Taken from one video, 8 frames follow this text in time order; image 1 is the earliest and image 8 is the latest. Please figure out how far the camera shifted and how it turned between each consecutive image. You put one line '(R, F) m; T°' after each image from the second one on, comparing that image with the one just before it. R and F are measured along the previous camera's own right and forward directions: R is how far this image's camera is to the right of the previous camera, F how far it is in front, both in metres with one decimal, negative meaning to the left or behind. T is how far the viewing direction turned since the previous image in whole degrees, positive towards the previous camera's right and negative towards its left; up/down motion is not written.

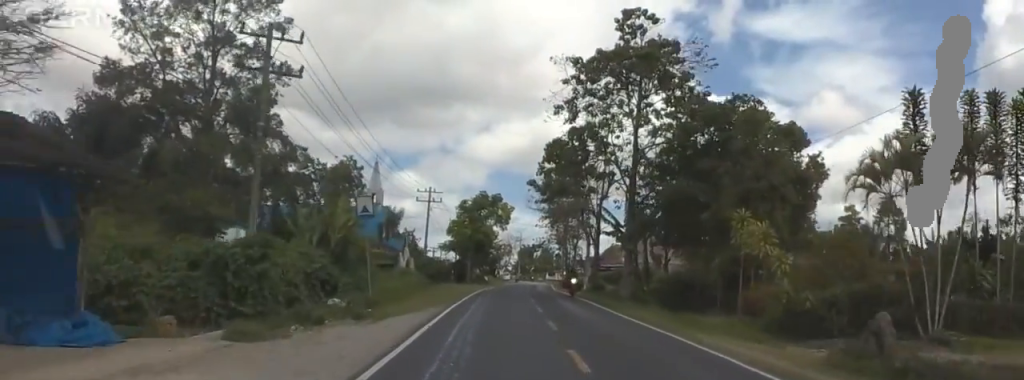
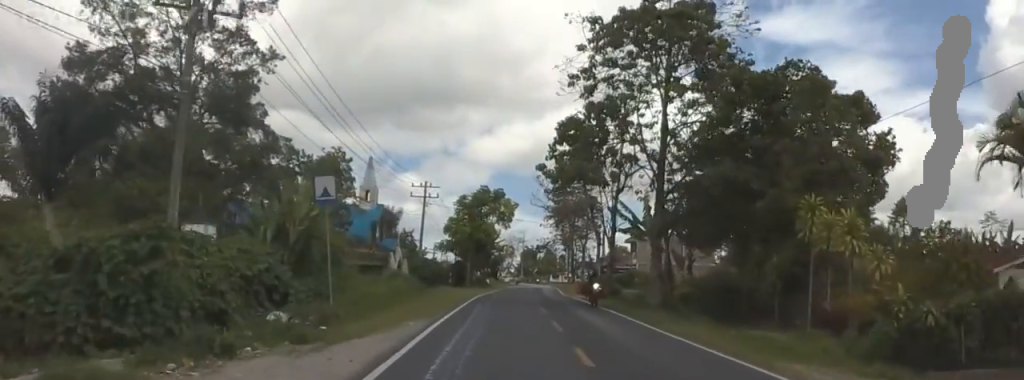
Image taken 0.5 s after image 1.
(-0.1, +7.6) m; 0°
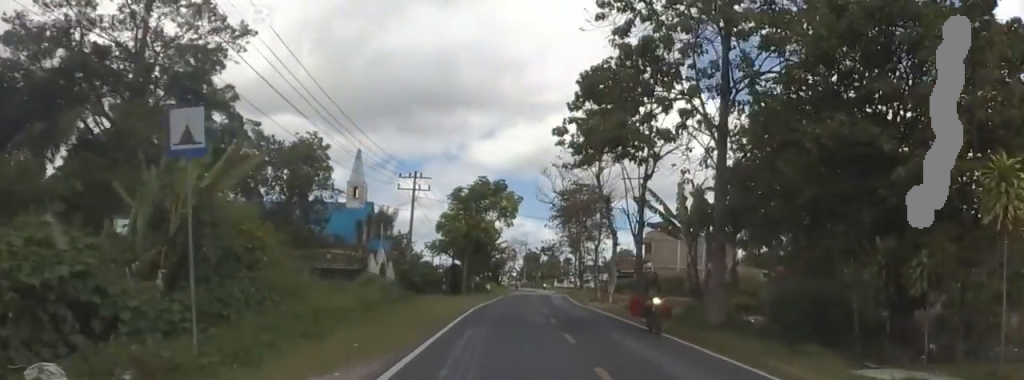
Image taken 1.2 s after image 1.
(-0.1, +10.7) m; 0°
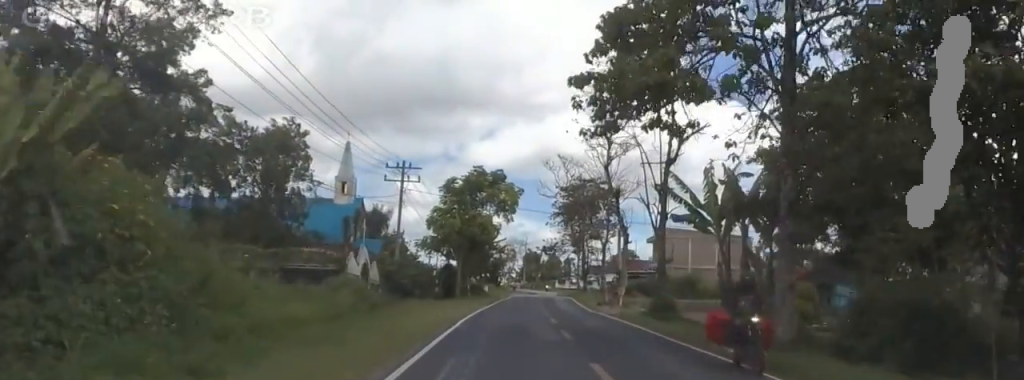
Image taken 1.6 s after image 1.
(0.0, +7.0) m; 0°
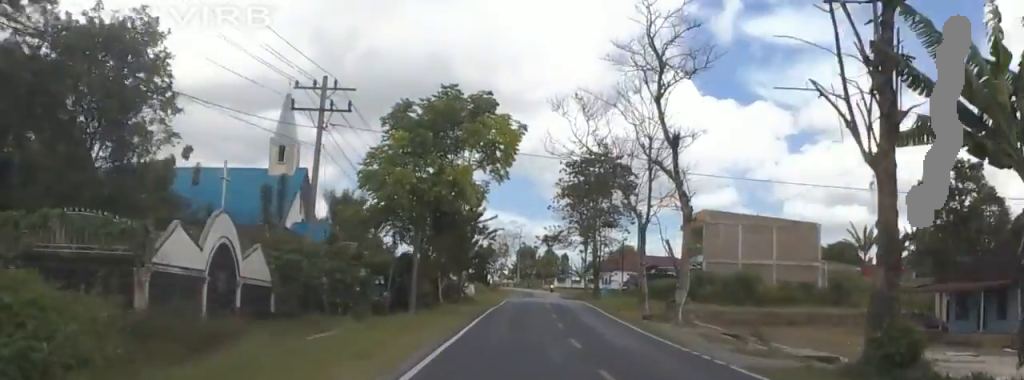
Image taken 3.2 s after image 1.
(+0.2, +24.5) m; +1°
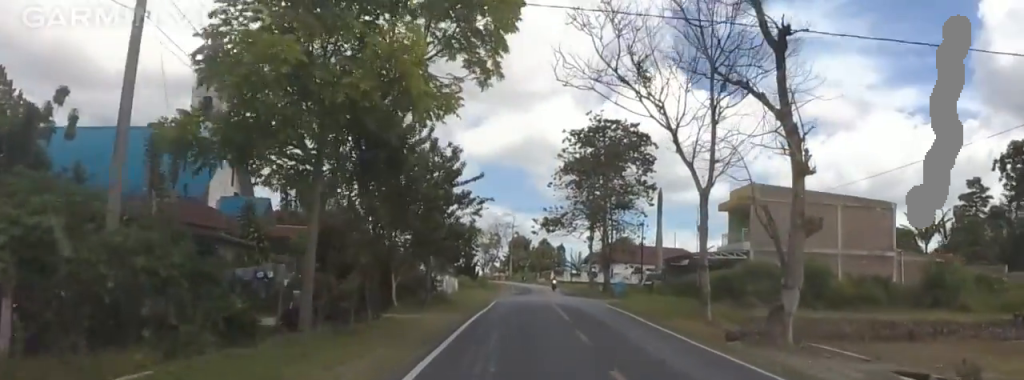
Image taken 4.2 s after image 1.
(0.0, +16.9) m; 0°
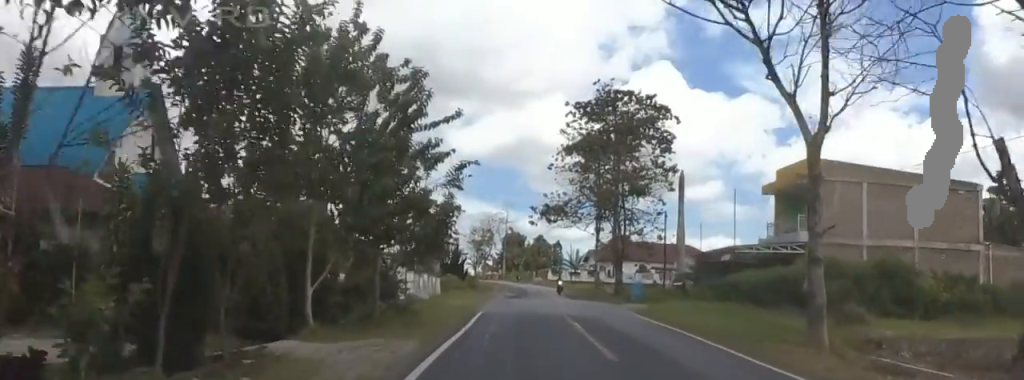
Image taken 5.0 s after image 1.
(0.0, +12.5) m; 0°
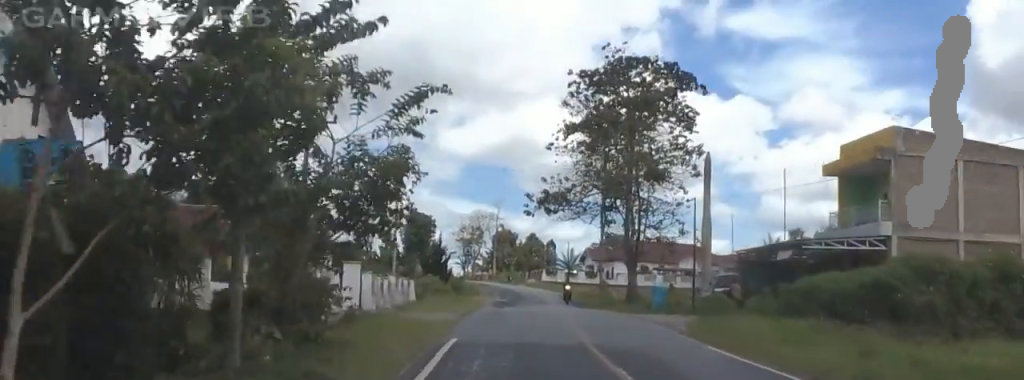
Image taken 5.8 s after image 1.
(+0.1, +11.2) m; 0°
